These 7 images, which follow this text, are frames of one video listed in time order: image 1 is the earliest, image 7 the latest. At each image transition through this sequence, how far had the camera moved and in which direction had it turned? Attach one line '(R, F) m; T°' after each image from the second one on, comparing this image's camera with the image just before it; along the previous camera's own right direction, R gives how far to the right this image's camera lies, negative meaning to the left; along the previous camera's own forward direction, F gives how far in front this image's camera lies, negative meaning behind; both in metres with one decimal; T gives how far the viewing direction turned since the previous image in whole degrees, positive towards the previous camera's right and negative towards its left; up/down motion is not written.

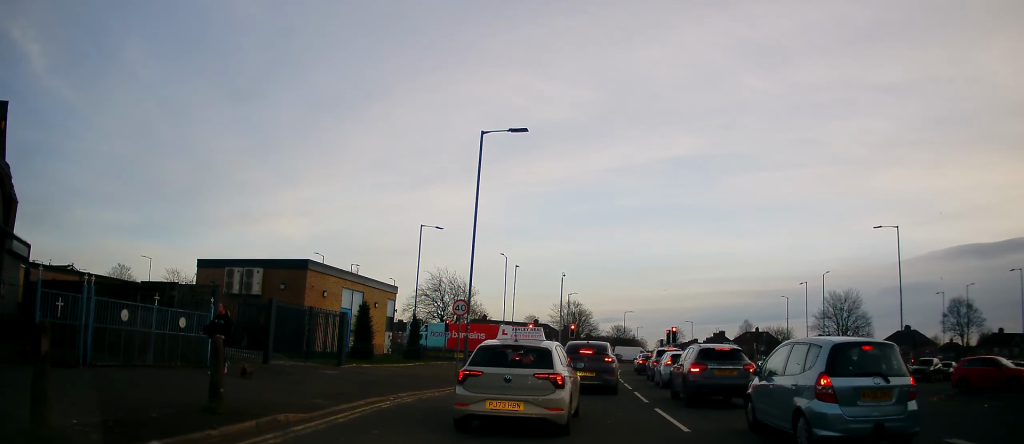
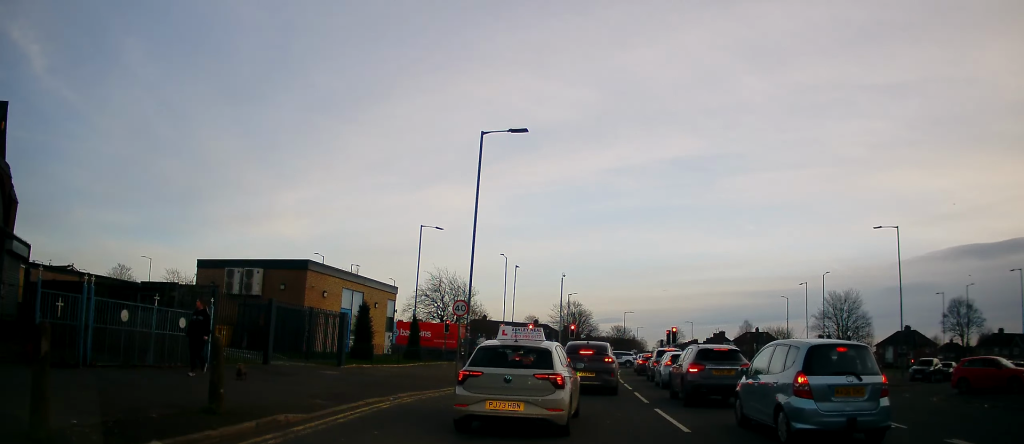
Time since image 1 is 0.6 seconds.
(+0.1, +0.1) m; 0°
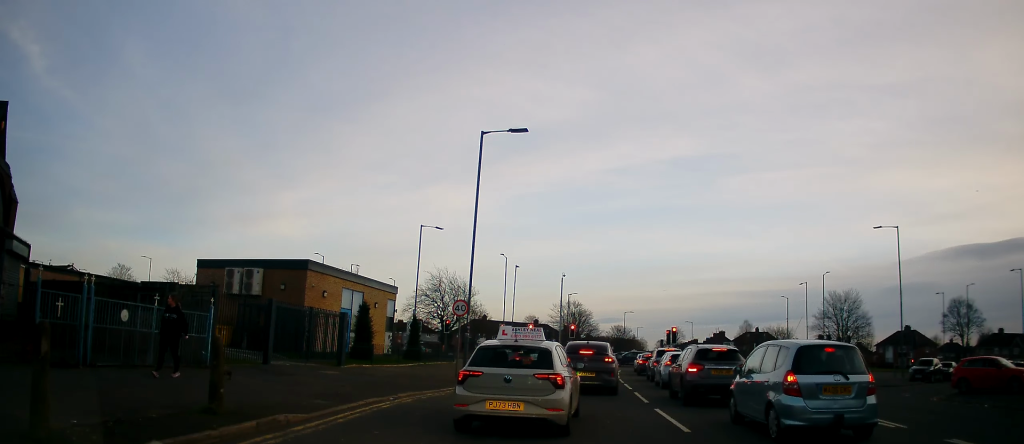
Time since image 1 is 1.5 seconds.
(0.0, 0.0) m; 0°
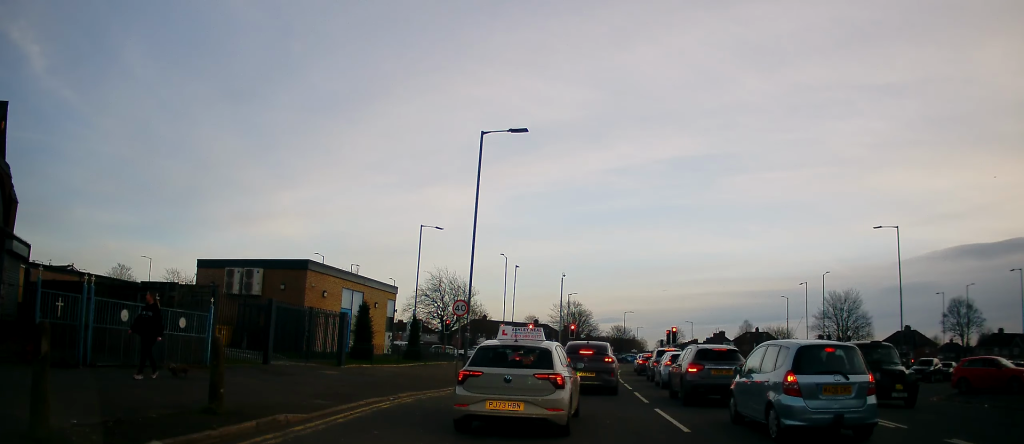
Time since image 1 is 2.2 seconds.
(0.0, 0.0) m; 0°
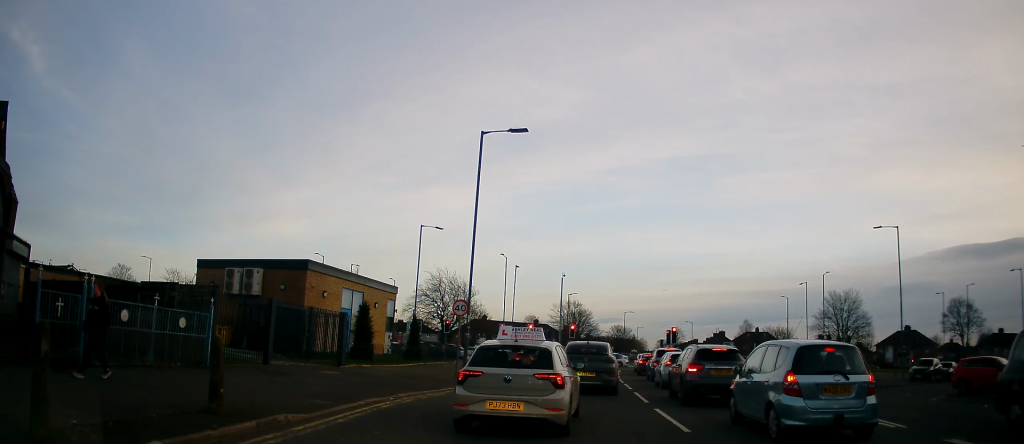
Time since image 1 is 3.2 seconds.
(0.0, 0.0) m; 0°
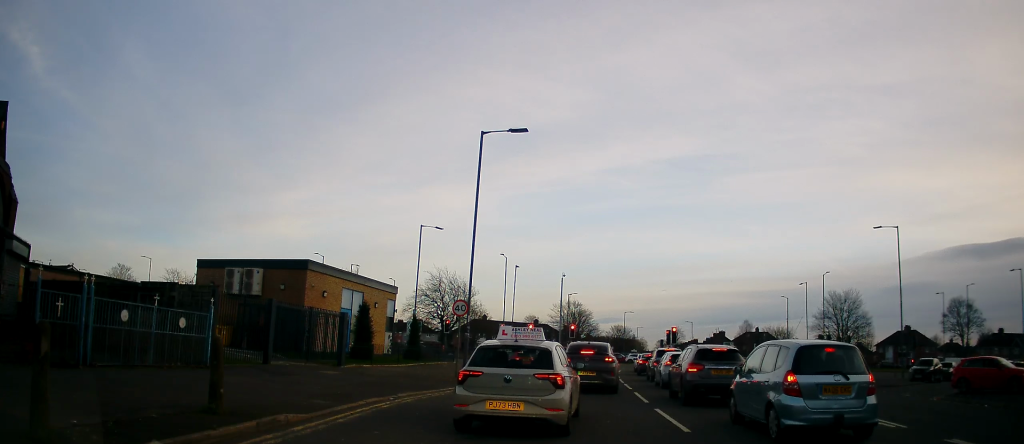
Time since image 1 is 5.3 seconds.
(0.0, 0.0) m; 0°
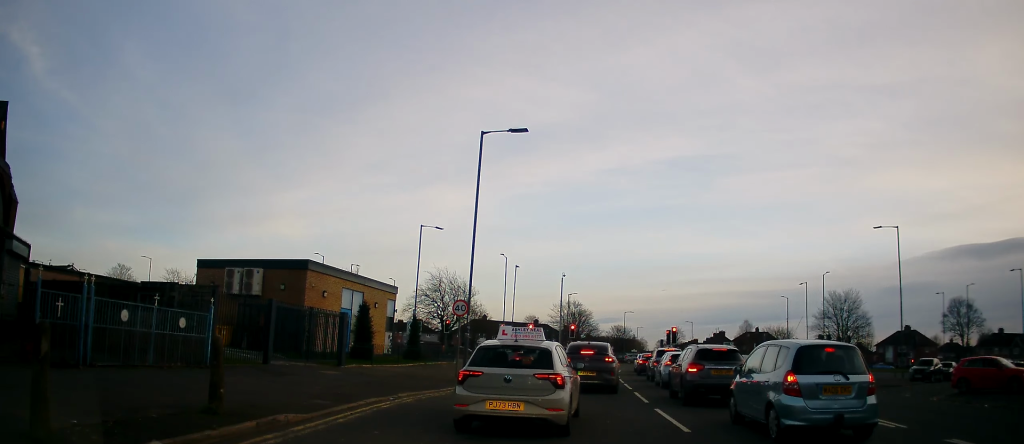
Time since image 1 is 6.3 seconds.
(0.0, 0.0) m; 0°
